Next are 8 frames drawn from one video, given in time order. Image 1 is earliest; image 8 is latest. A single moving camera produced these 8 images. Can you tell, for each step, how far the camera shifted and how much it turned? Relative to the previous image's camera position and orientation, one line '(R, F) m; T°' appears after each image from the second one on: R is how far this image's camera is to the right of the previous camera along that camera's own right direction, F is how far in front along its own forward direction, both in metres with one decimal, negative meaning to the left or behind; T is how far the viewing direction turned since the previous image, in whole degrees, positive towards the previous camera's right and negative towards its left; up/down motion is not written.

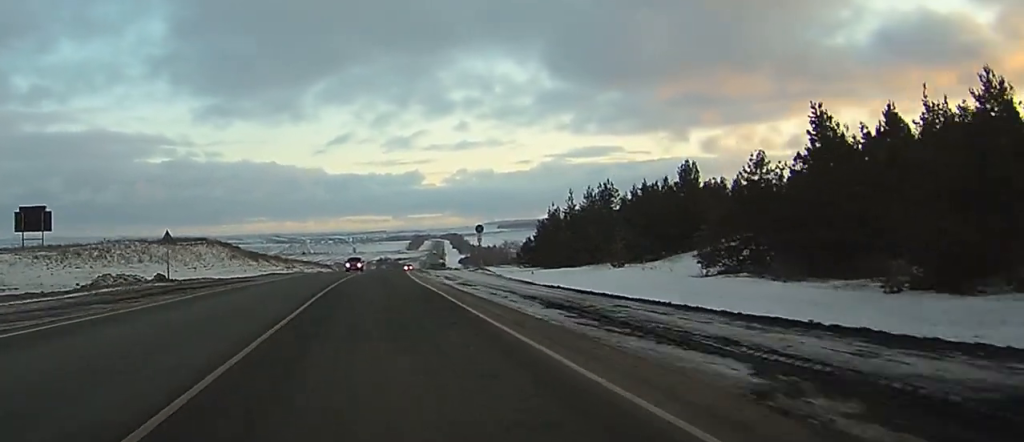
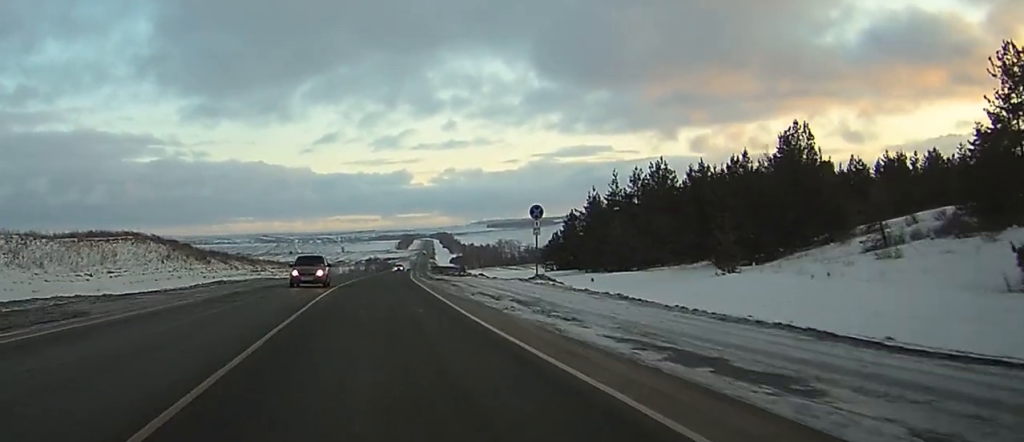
(+0.2, +26.5) m; +1°
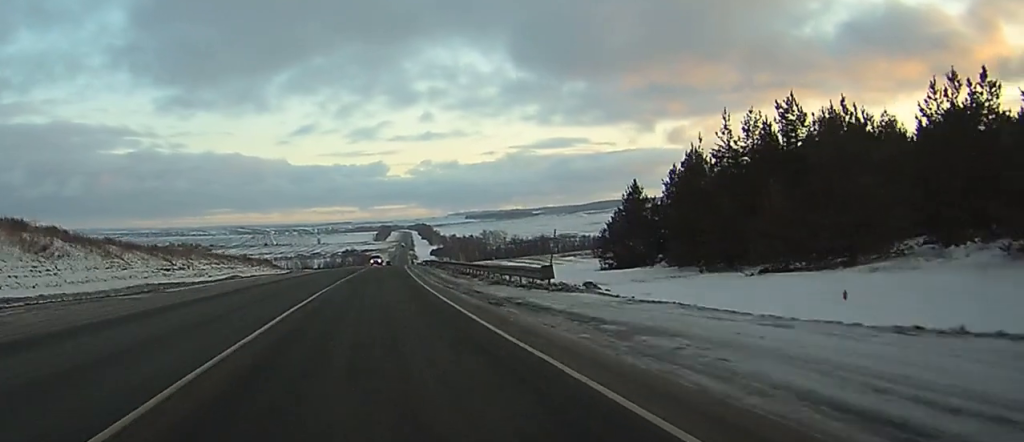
(+0.4, +35.1) m; +1°
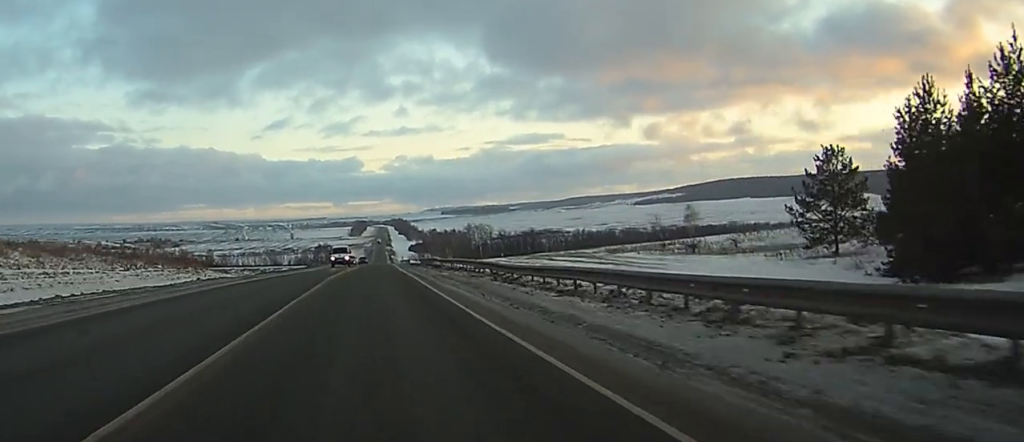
(+0.9, +46.8) m; +2°
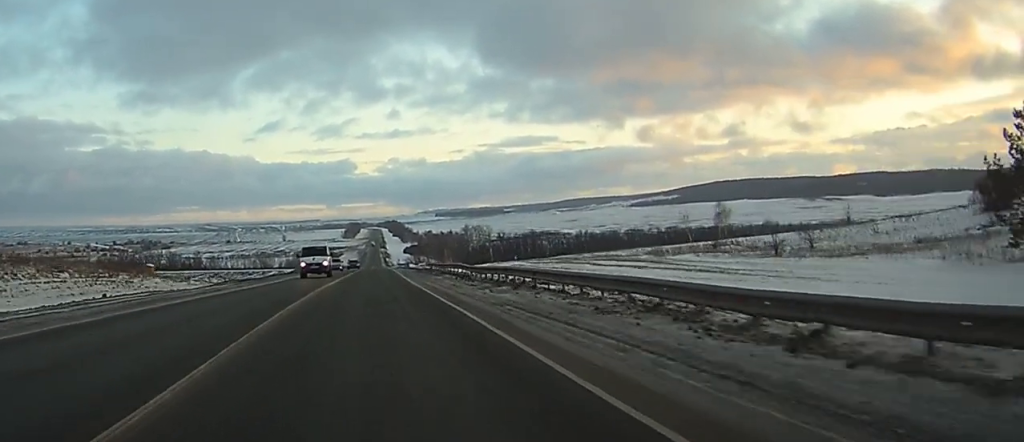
(+0.2, +20.8) m; +1°
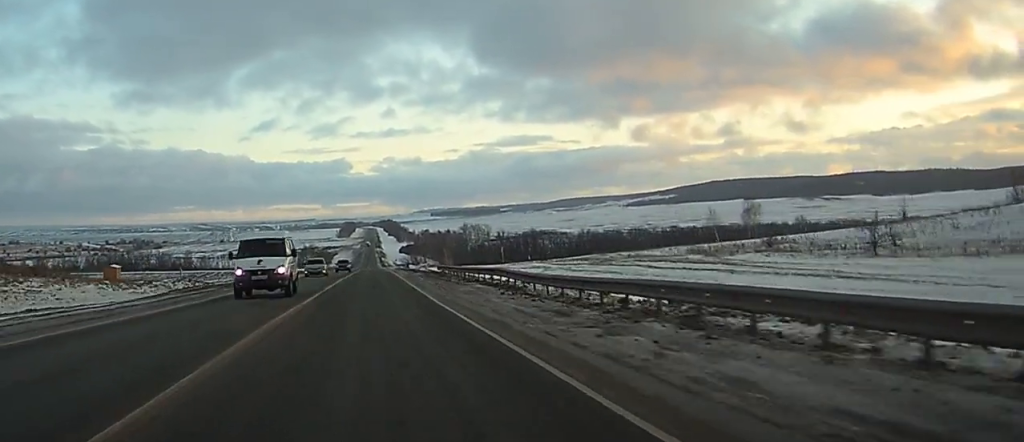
(0.0, +16.2) m; 0°
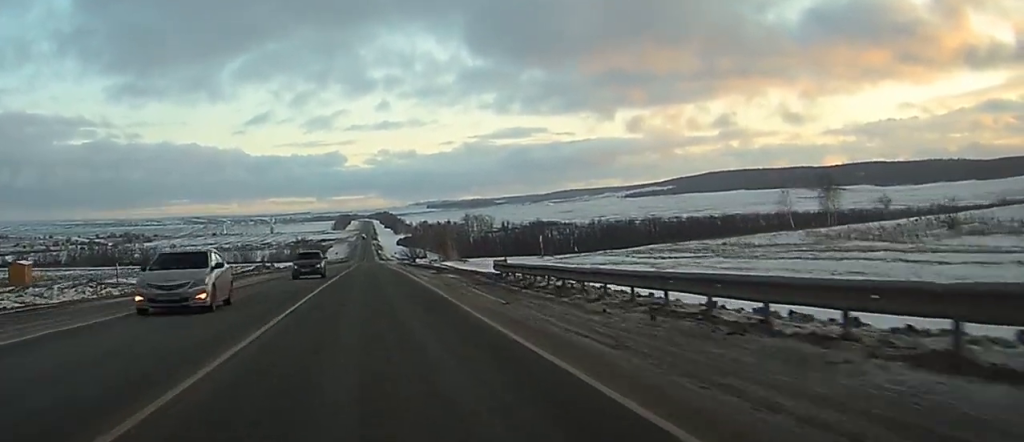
(+0.1, +30.7) m; 0°
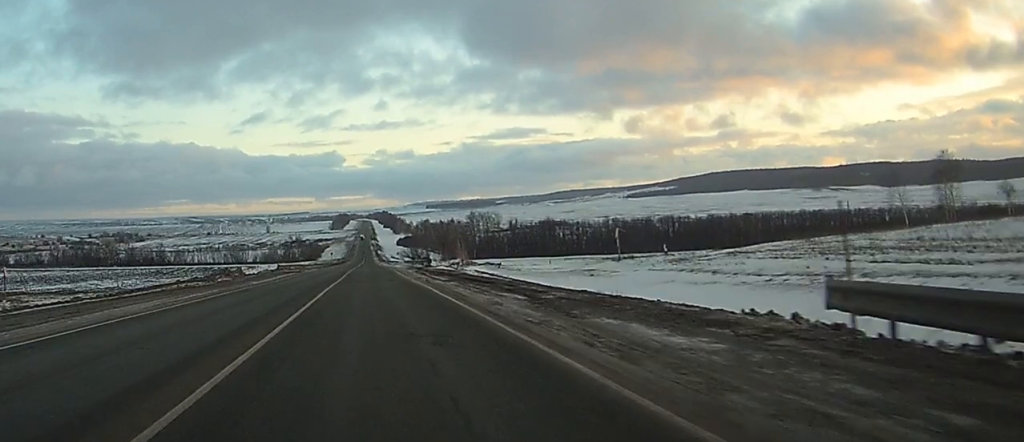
(+0.1, +30.0) m; 0°
